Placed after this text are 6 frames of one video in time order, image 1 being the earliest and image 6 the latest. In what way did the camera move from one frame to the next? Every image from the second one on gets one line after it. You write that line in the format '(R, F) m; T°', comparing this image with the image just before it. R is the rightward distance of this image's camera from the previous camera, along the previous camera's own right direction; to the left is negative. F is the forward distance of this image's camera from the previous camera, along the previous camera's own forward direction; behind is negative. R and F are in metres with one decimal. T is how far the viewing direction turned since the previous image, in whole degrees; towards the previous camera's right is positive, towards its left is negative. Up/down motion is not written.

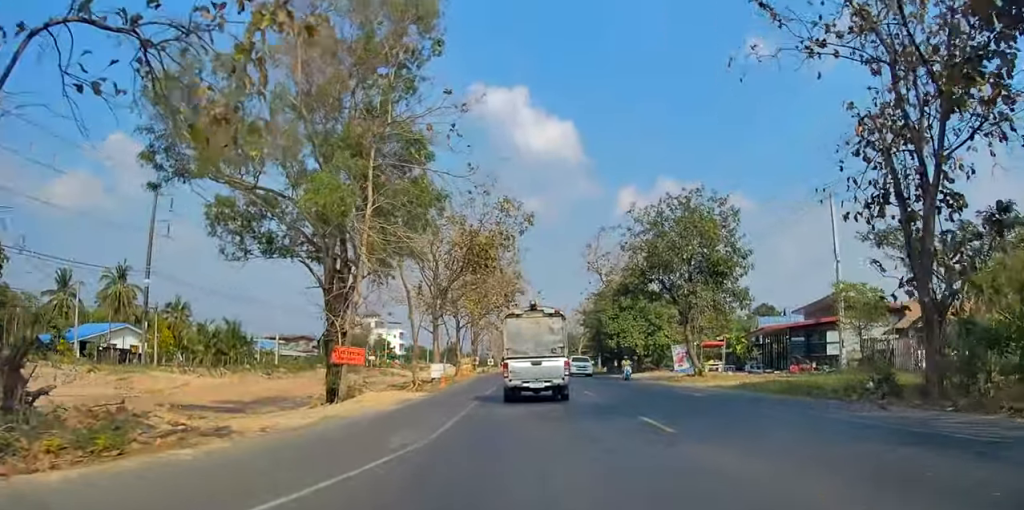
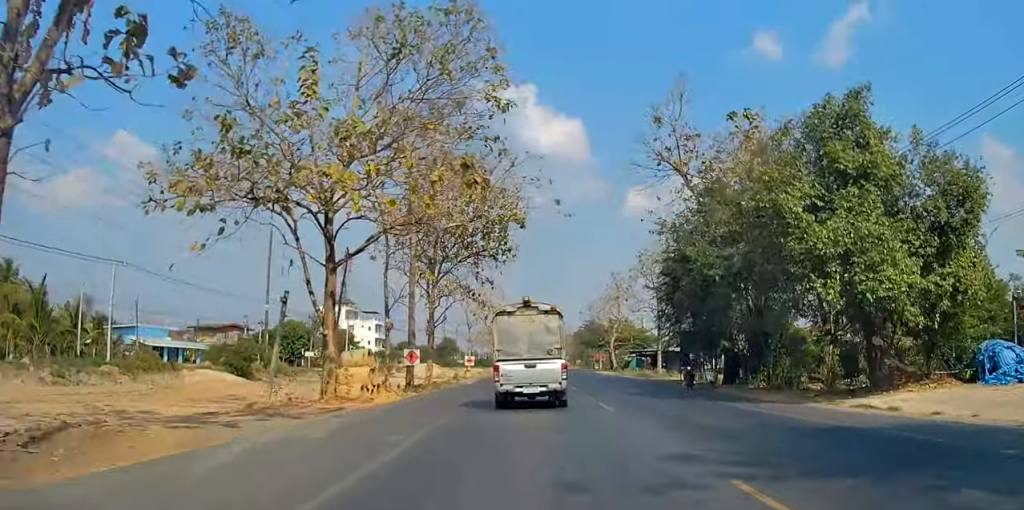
(+0.5, +42.3) m; 0°
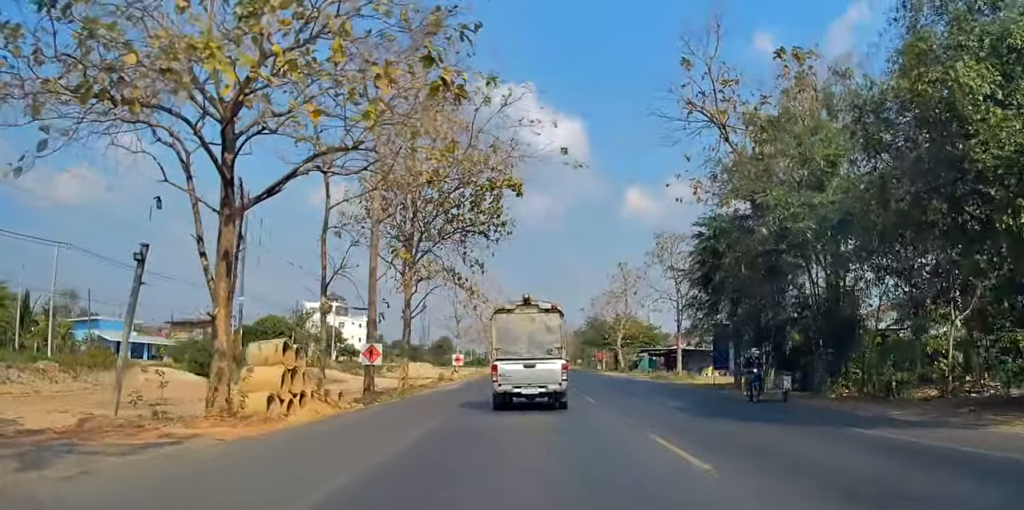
(-0.2, +7.8) m; -1°
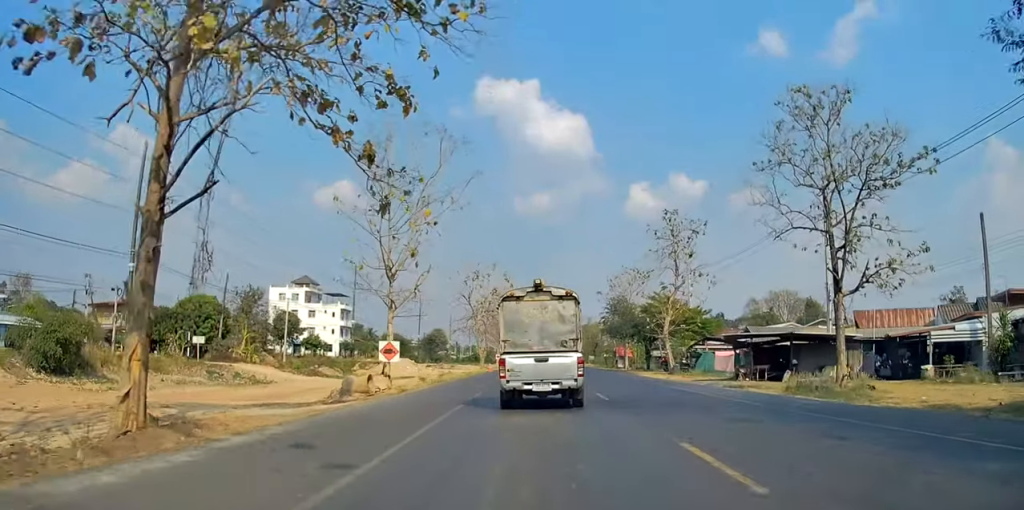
(0.0, +25.1) m; 0°
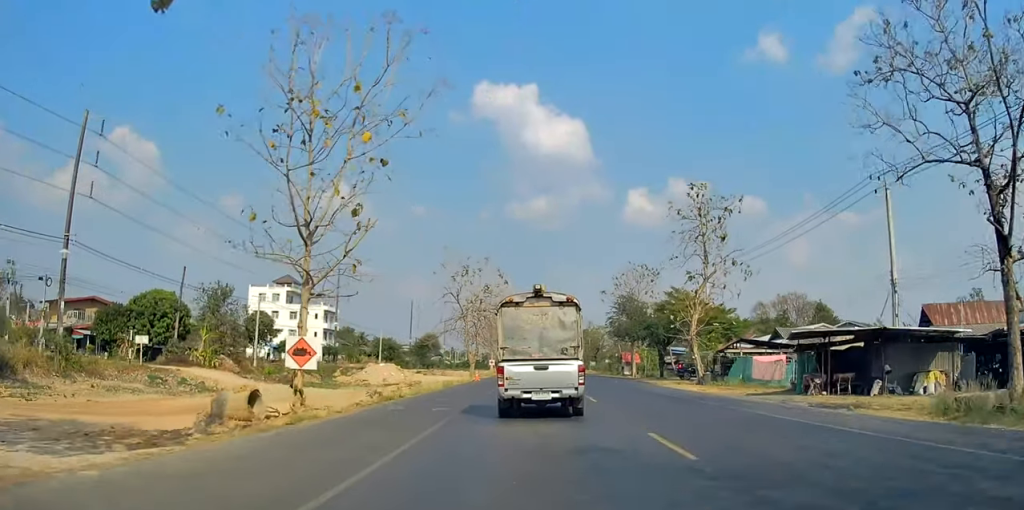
(+0.1, +10.0) m; 0°
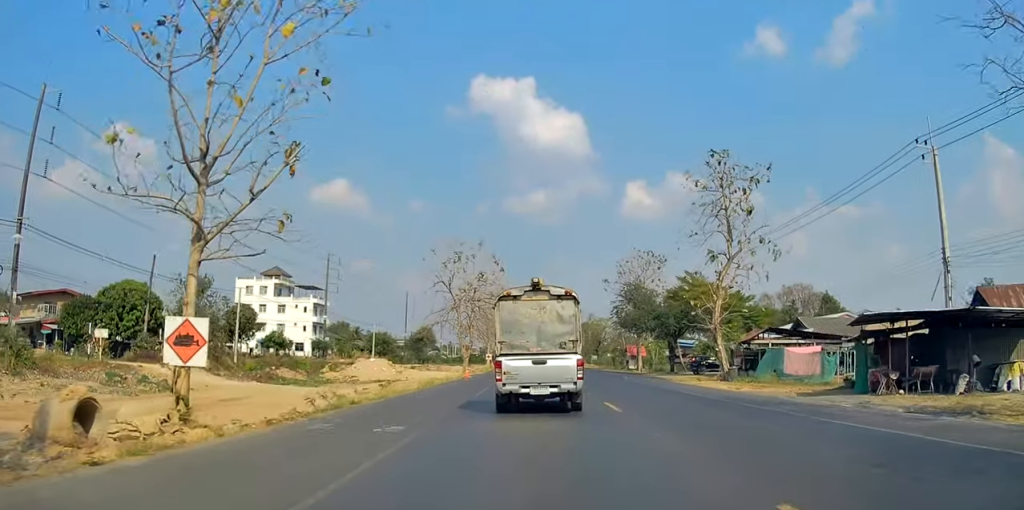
(0.0, +6.1) m; 0°
